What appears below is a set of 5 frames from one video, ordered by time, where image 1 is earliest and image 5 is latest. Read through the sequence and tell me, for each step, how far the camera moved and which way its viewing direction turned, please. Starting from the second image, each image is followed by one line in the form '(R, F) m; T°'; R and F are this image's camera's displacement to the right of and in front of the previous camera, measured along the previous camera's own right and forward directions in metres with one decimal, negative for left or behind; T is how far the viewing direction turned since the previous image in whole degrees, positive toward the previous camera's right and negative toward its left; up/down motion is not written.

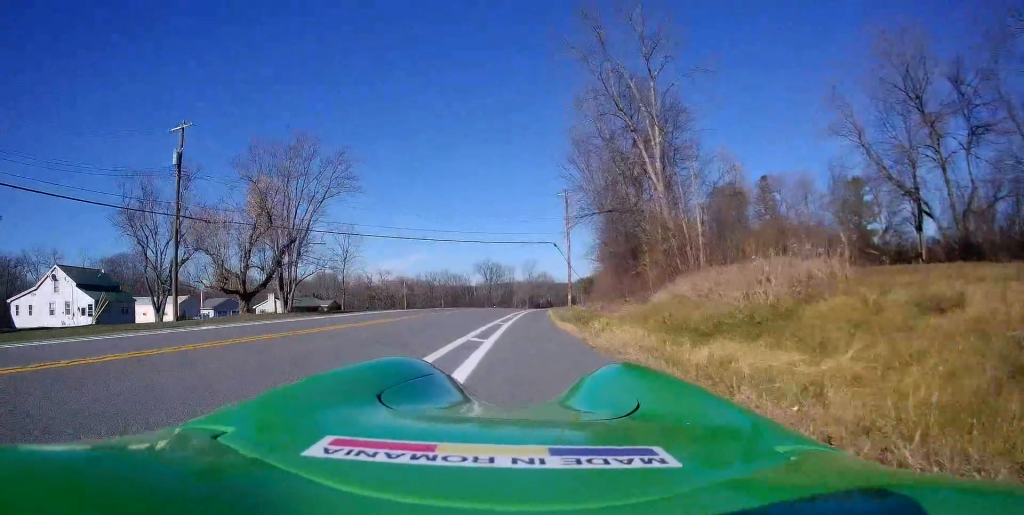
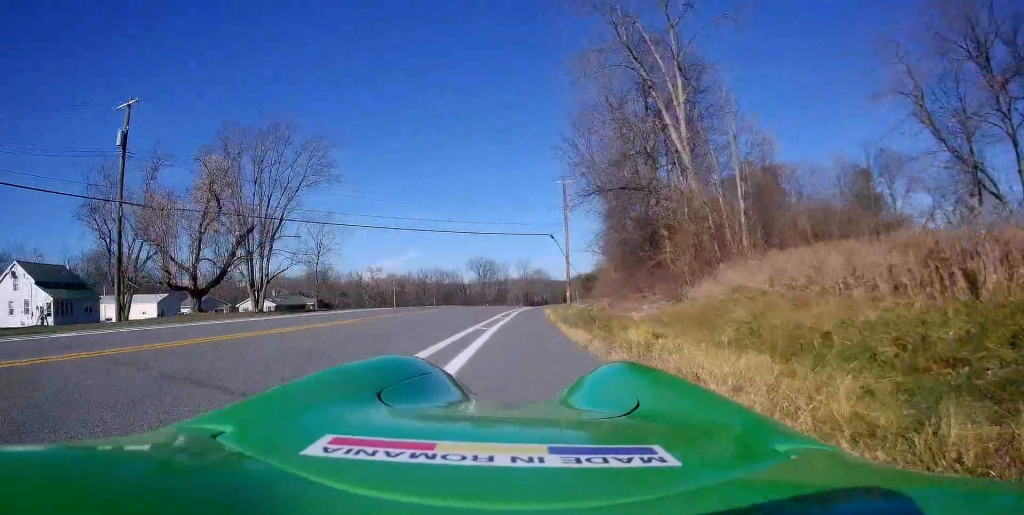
(+0.1, +5.9) m; +3°
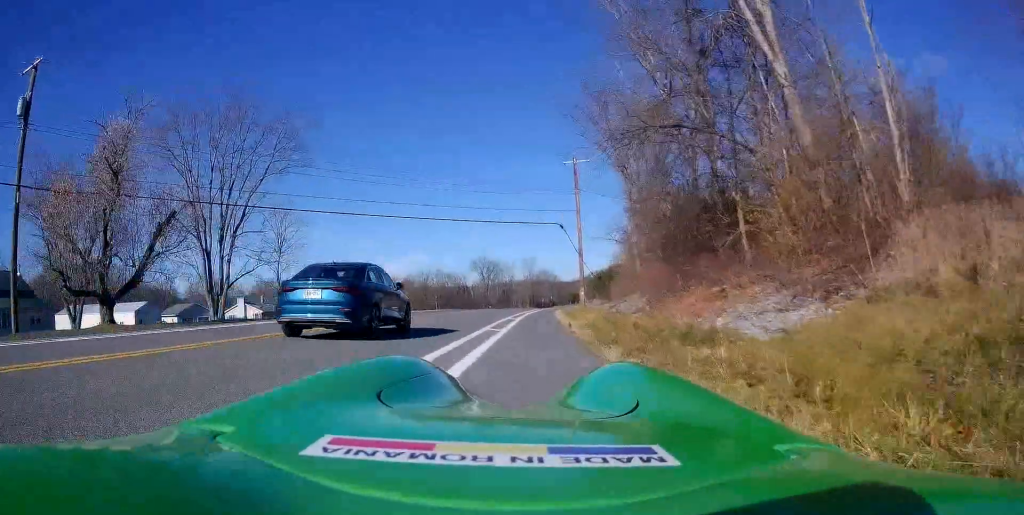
(+0.2, +9.3) m; -1°
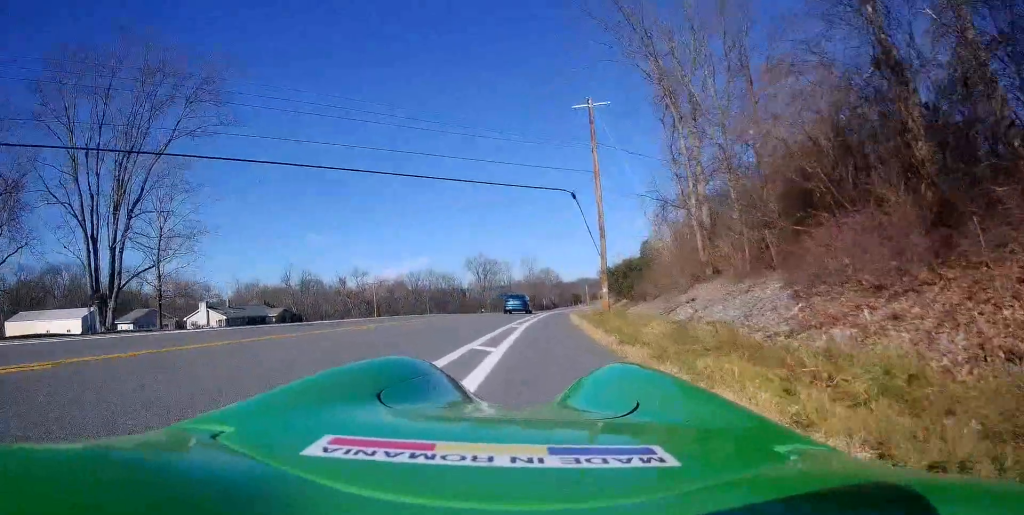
(+0.1, +14.6) m; +1°
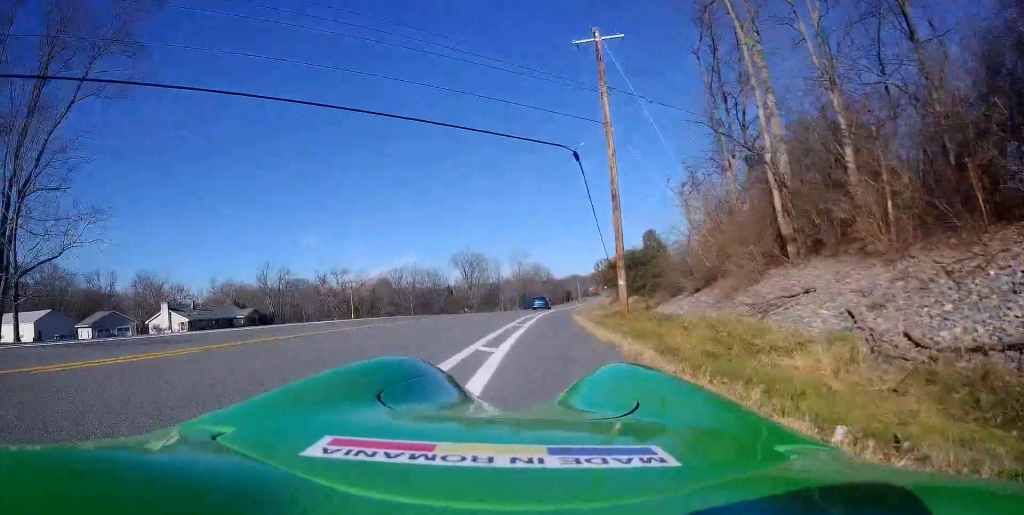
(-0.4, +9.2) m; -2°
